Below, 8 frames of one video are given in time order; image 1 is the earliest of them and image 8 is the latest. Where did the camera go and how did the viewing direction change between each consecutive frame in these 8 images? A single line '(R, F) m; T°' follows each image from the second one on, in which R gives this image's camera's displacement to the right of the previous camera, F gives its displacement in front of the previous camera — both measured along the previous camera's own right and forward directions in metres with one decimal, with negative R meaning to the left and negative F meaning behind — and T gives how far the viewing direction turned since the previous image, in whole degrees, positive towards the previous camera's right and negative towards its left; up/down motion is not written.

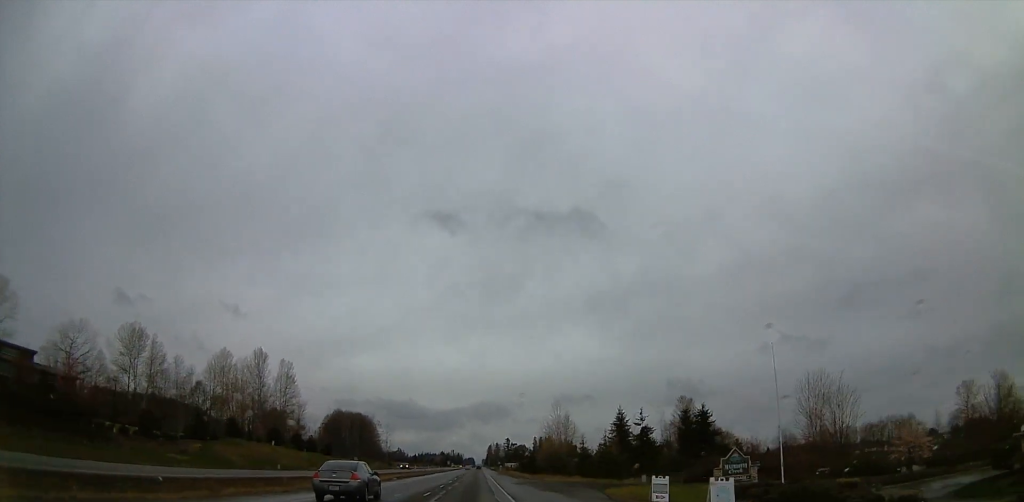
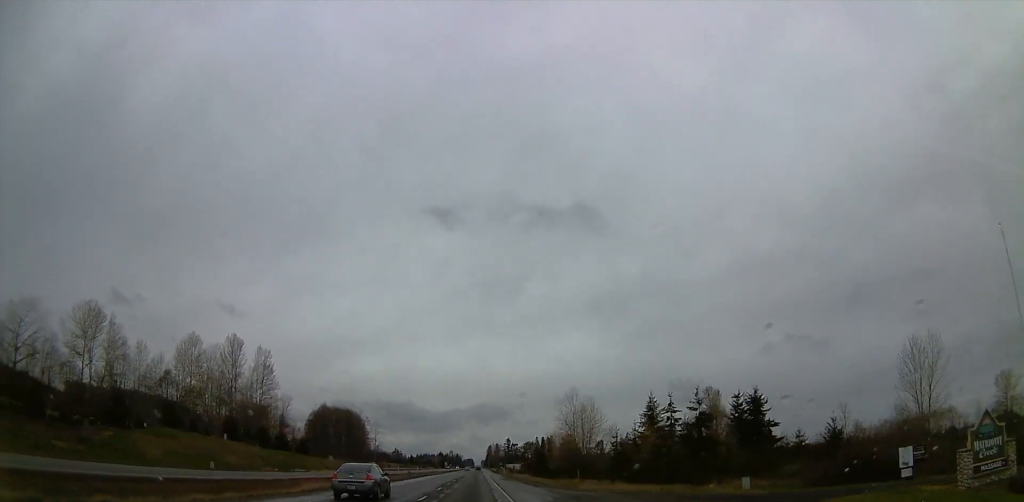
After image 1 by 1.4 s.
(+0.5, +26.9) m; +3°
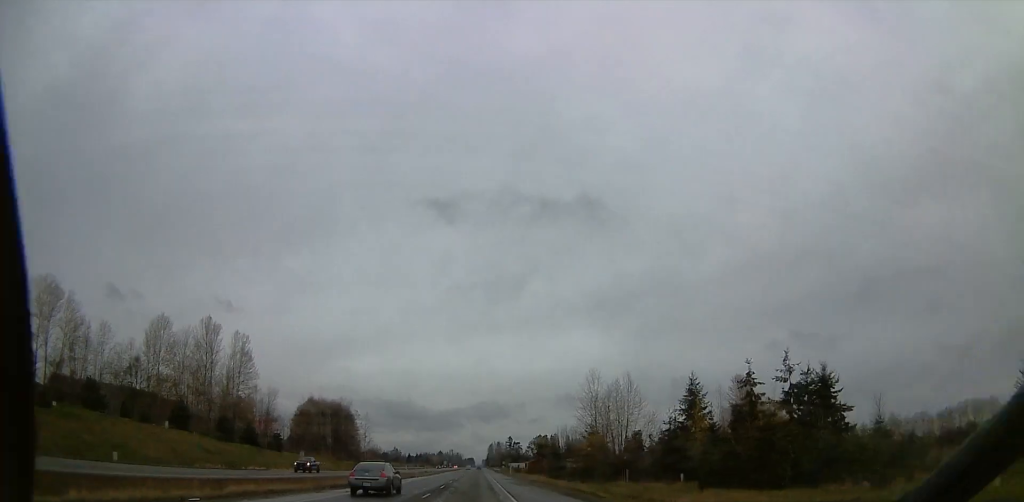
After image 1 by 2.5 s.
(+0.2, +23.0) m; -1°
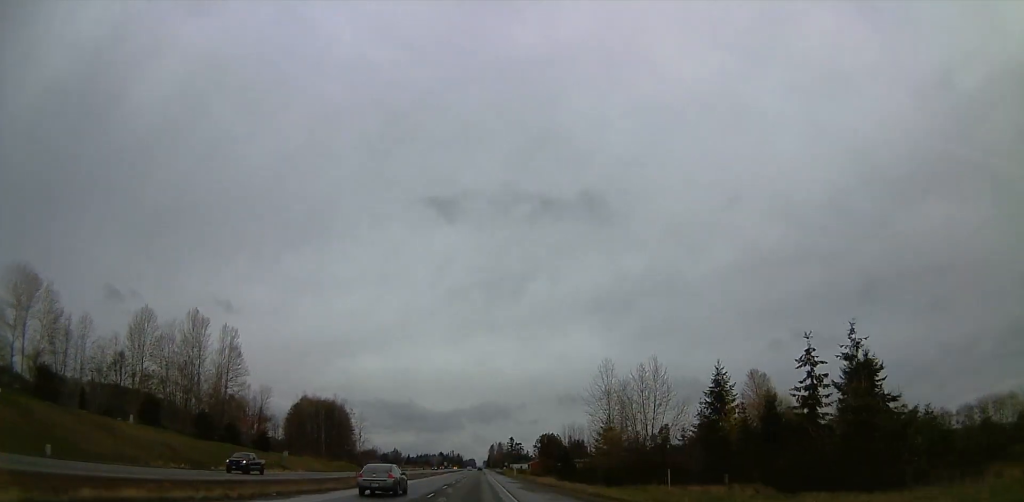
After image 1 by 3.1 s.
(-0.7, +10.5) m; 0°
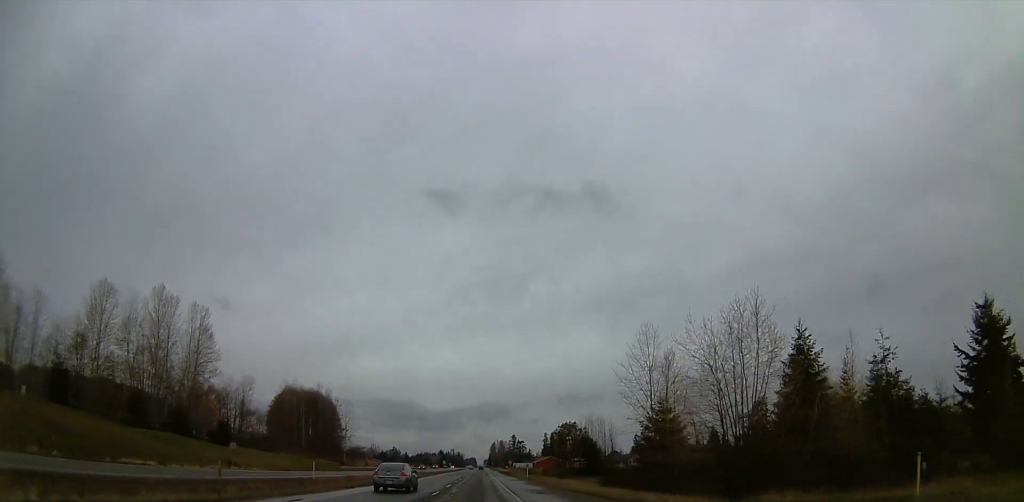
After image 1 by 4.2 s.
(+1.0, +23.1) m; 0°
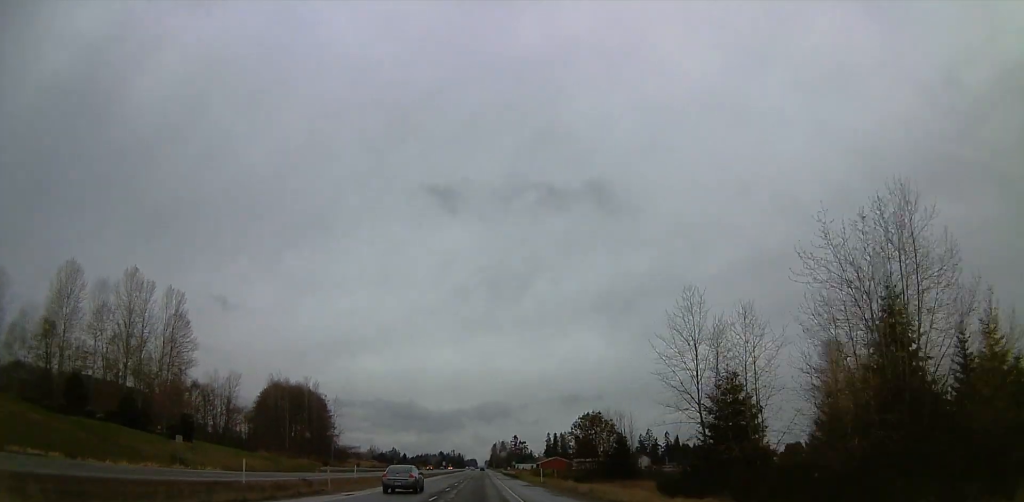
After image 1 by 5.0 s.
(-0.9, +15.7) m; -1°
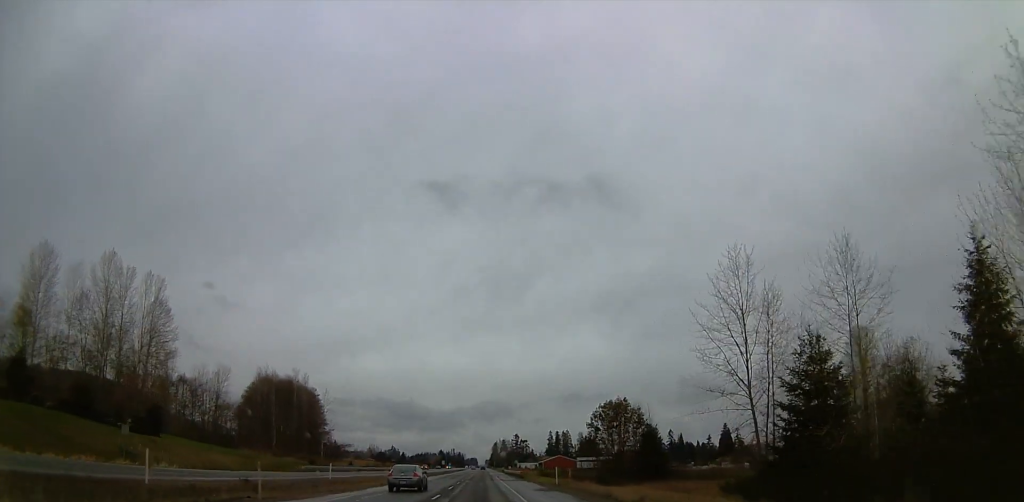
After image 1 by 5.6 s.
(+0.3, +11.1) m; +1°
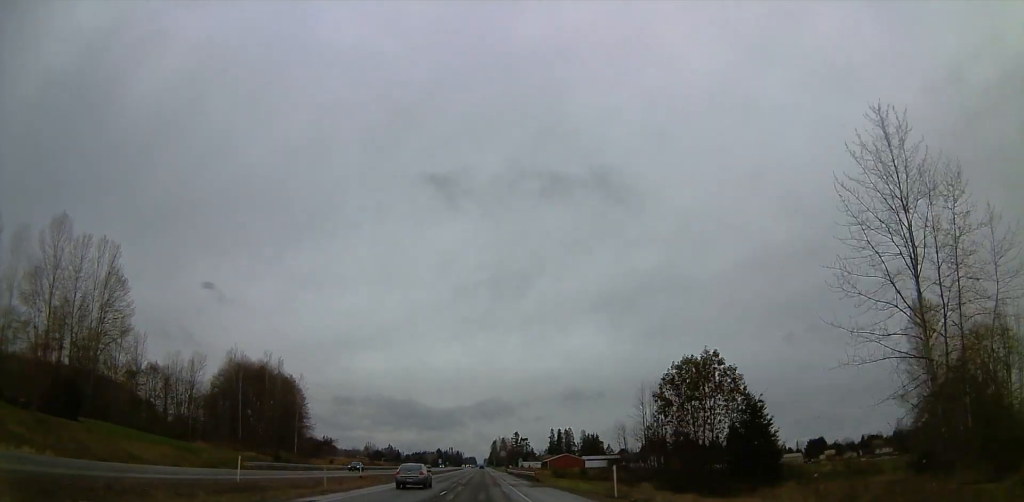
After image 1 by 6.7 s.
(+0.4, +20.9) m; 0°
